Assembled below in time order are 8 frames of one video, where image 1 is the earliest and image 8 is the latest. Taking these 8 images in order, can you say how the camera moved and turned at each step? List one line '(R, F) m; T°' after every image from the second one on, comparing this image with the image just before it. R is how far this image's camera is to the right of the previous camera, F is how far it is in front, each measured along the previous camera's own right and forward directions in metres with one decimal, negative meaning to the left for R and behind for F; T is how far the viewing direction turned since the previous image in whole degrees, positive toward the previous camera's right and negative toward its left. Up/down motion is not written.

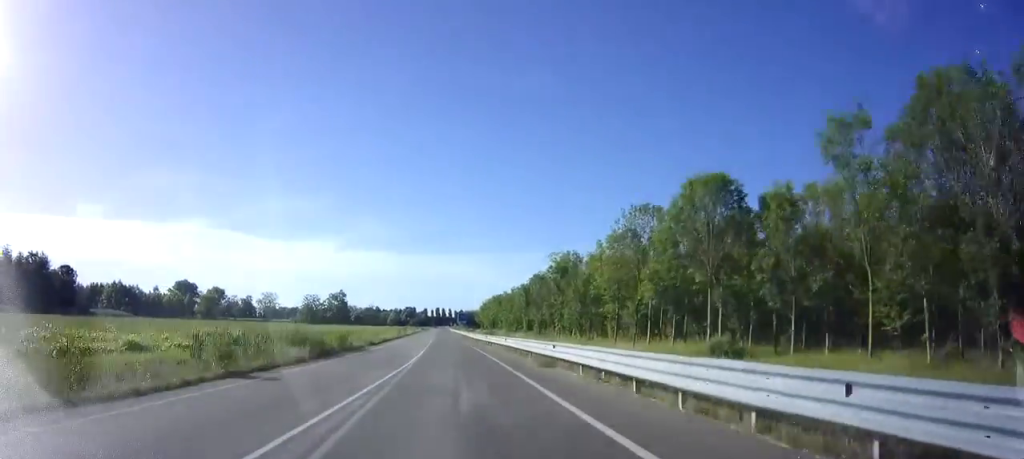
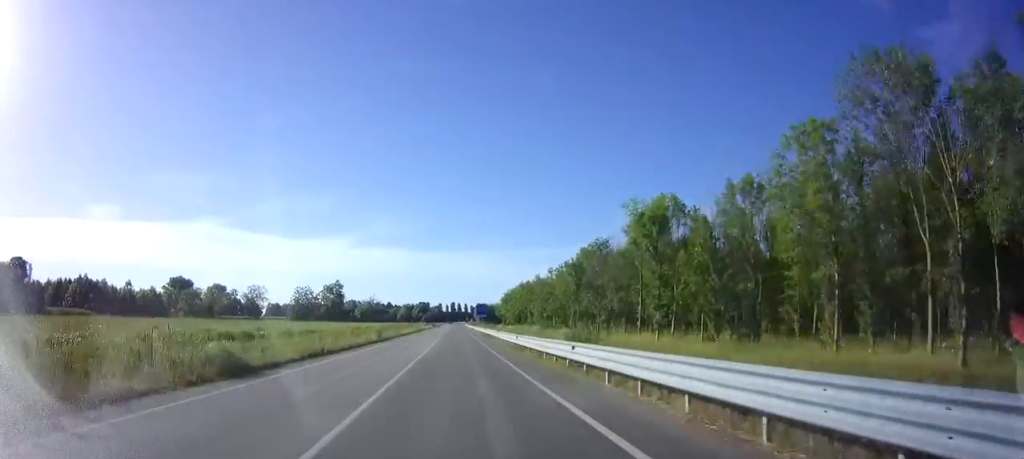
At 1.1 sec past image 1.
(-0.3, +30.3) m; -1°
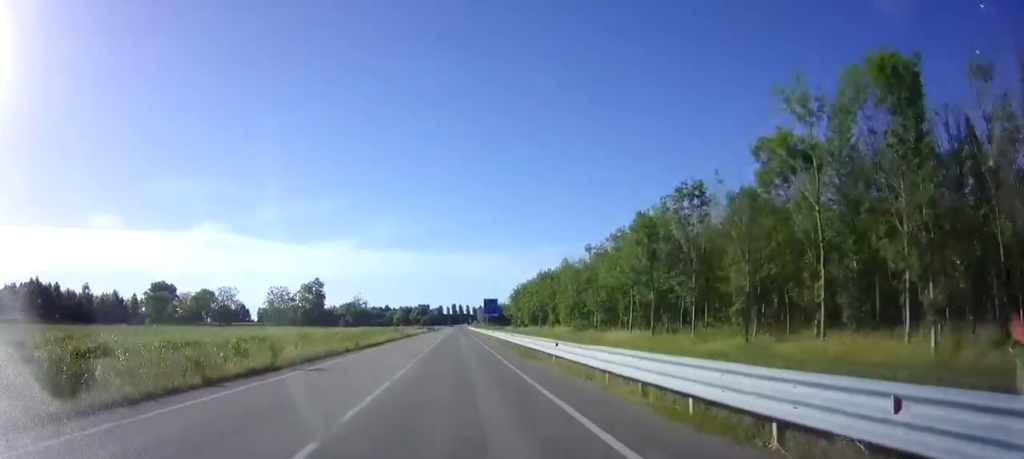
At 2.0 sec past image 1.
(-0.2, +24.7) m; 0°
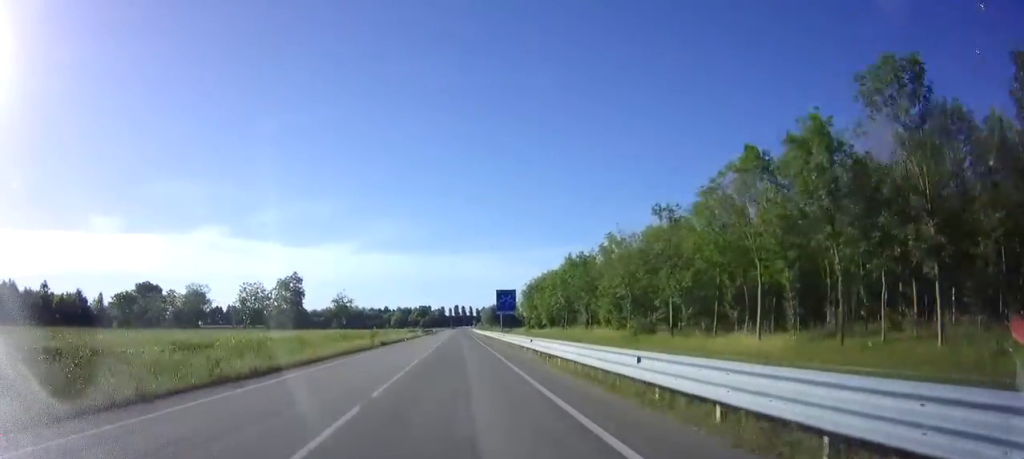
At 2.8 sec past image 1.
(0.0, +20.8) m; 0°
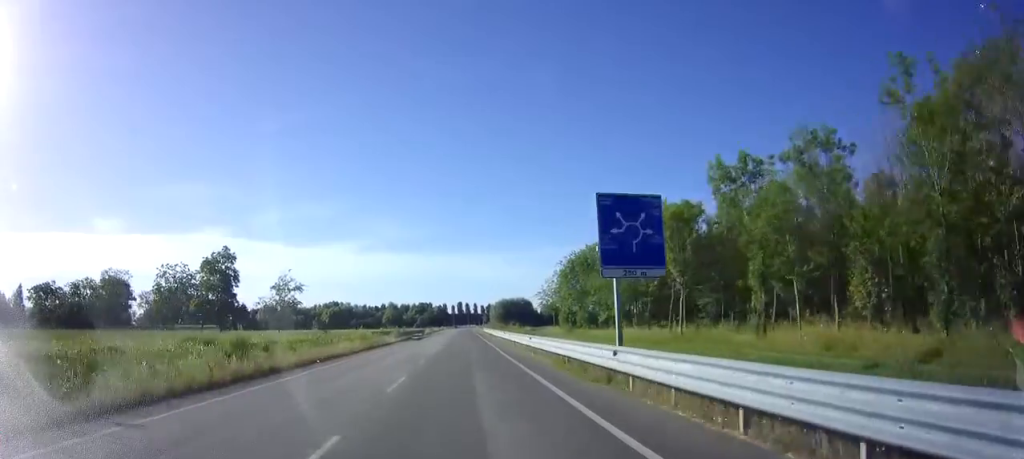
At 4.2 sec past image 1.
(-0.2, +39.2) m; 0°
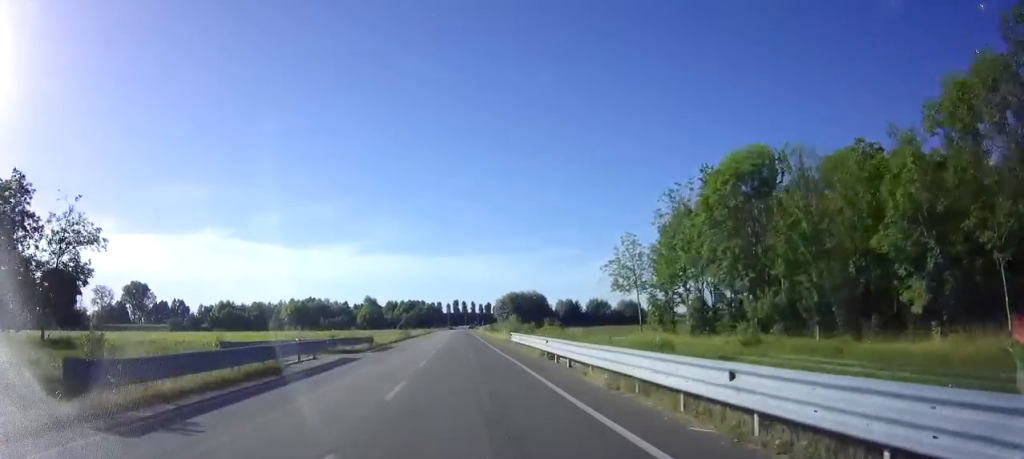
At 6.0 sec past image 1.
(+0.1, +44.6) m; 0°
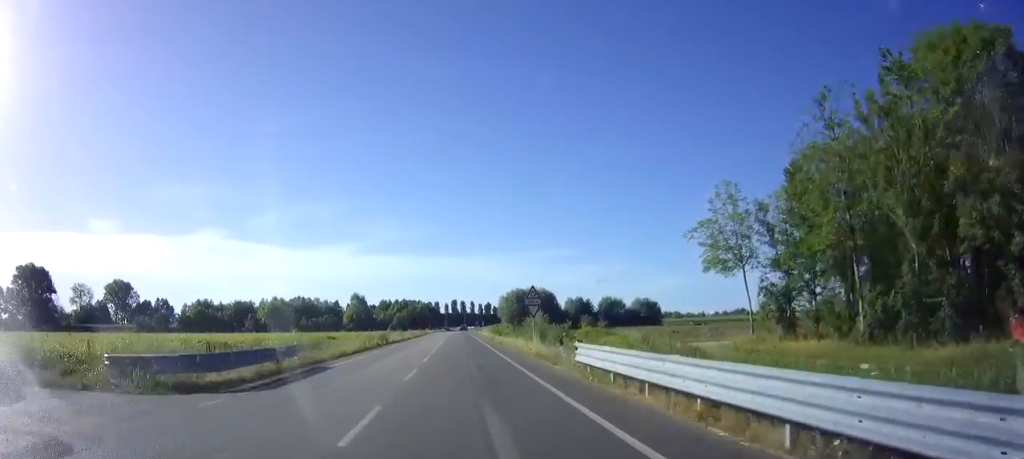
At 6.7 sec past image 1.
(+0.1, +18.4) m; 0°
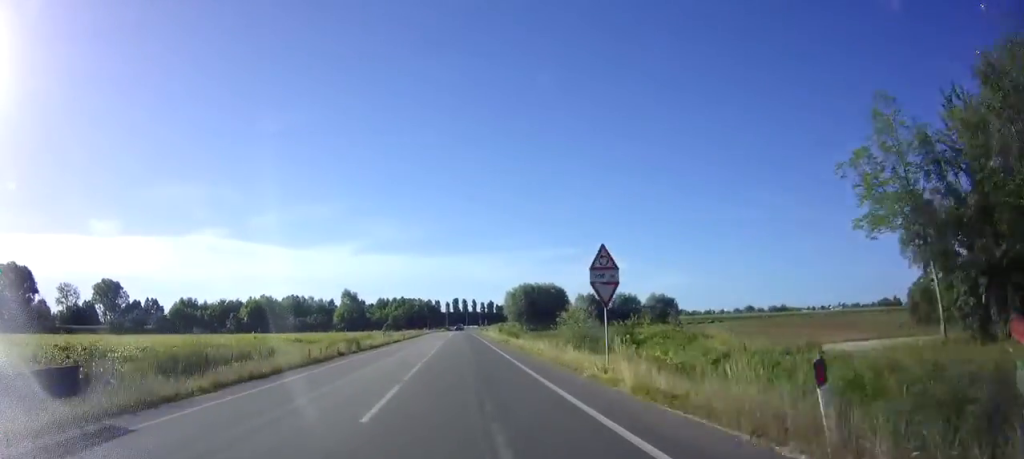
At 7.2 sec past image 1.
(0.0, +13.2) m; 0°
